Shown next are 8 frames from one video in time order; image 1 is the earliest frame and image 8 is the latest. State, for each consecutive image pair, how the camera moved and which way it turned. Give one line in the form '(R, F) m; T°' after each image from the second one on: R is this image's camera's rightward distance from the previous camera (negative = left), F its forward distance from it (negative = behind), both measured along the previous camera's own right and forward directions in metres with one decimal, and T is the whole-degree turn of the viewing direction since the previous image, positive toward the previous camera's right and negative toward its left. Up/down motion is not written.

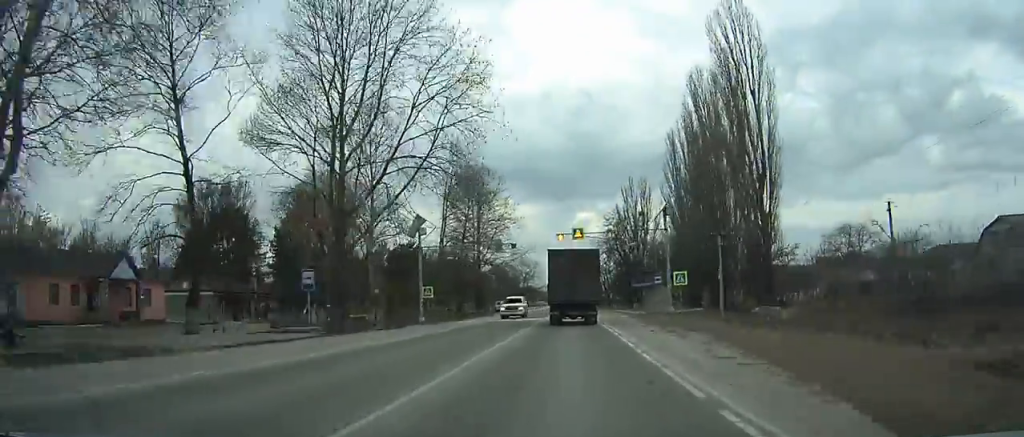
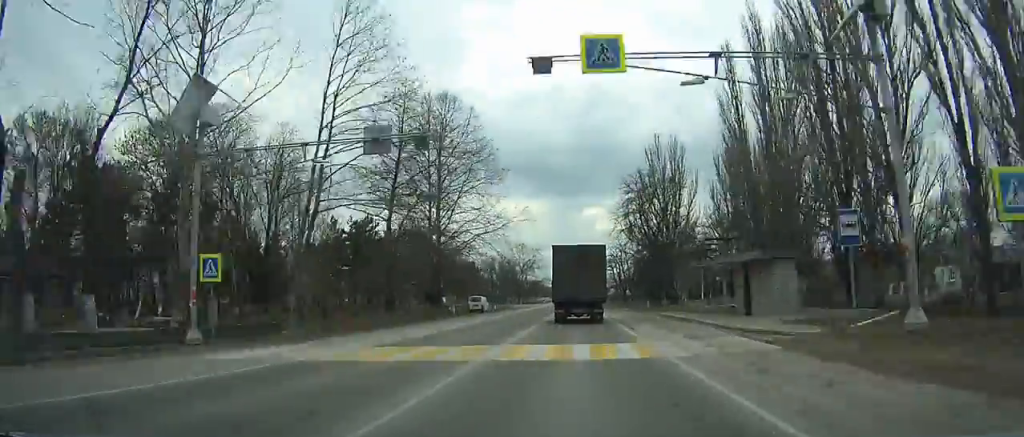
(0.0, +32.1) m; 0°
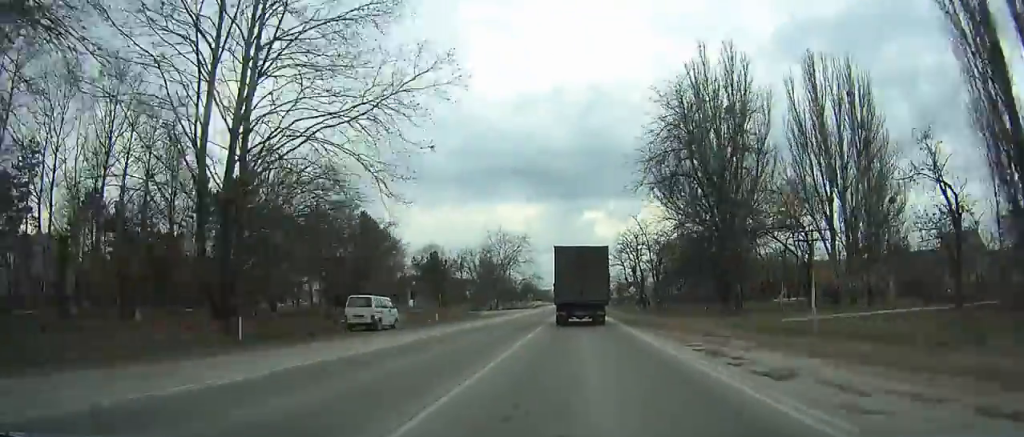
(0.0, +37.8) m; 0°
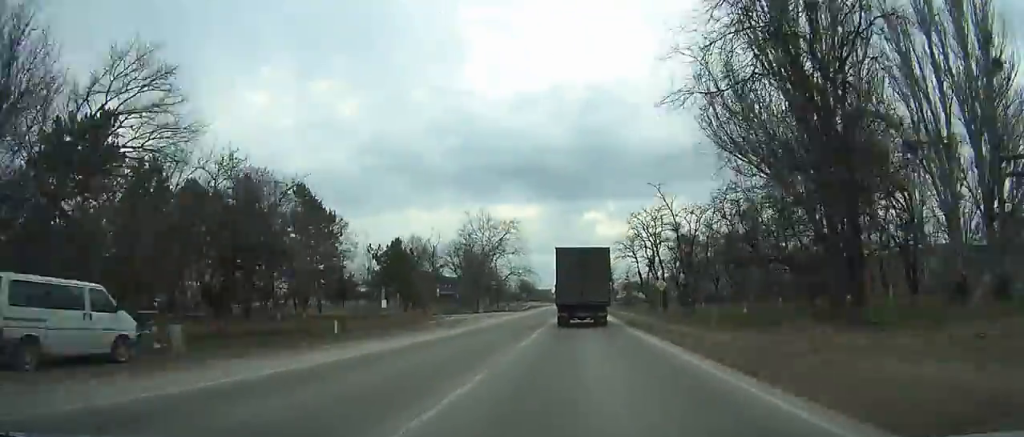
(0.0, +22.8) m; 0°
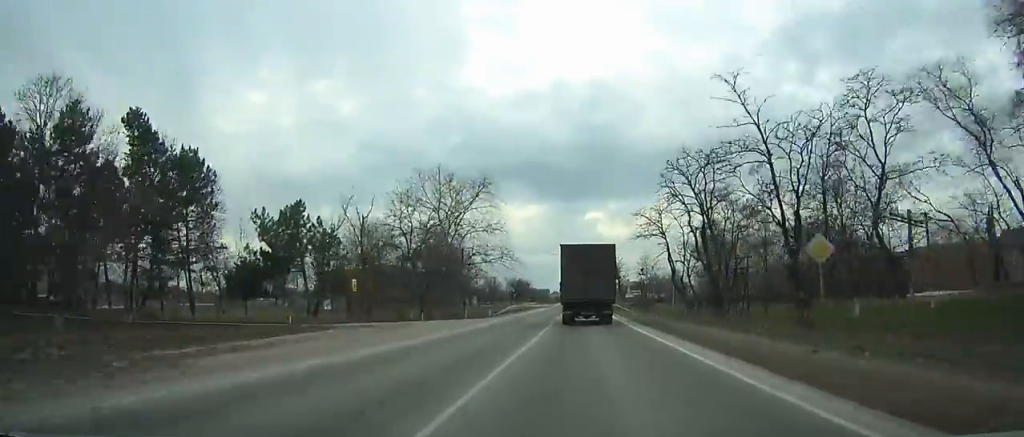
(0.0, +30.4) m; 0°
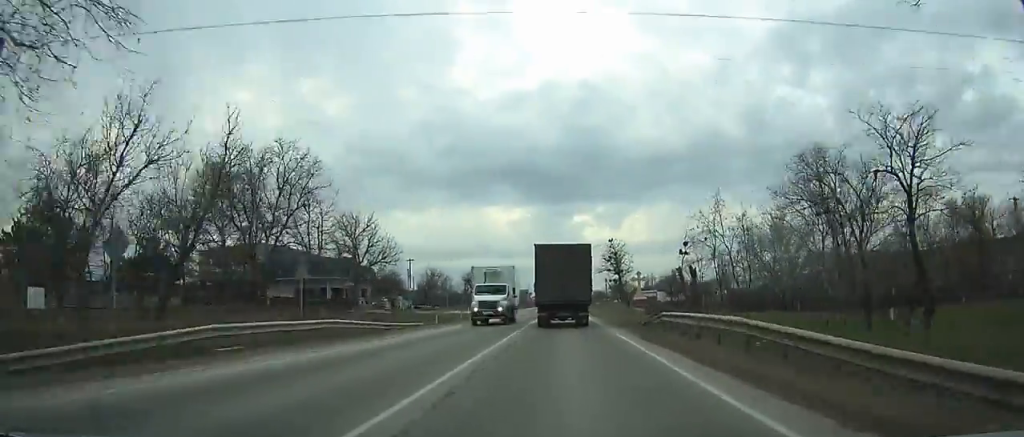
(+0.1, +57.4) m; 0°
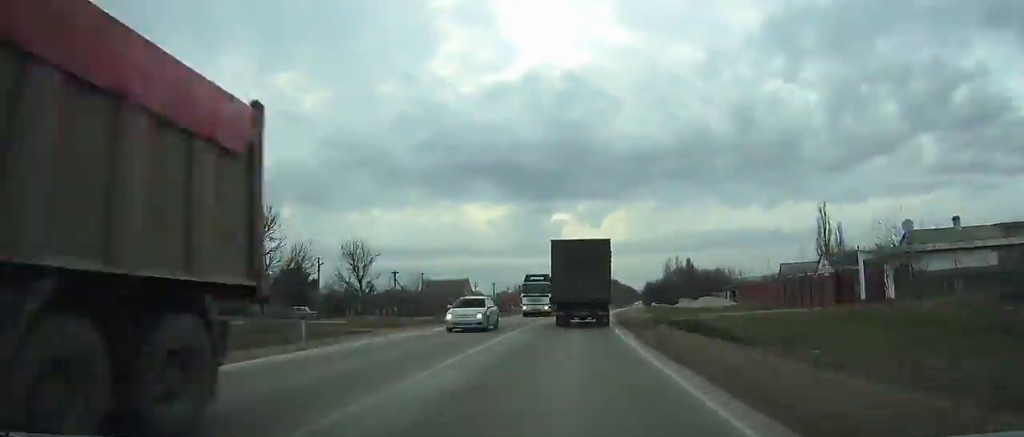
(+2.8, +134.6) m; +5°
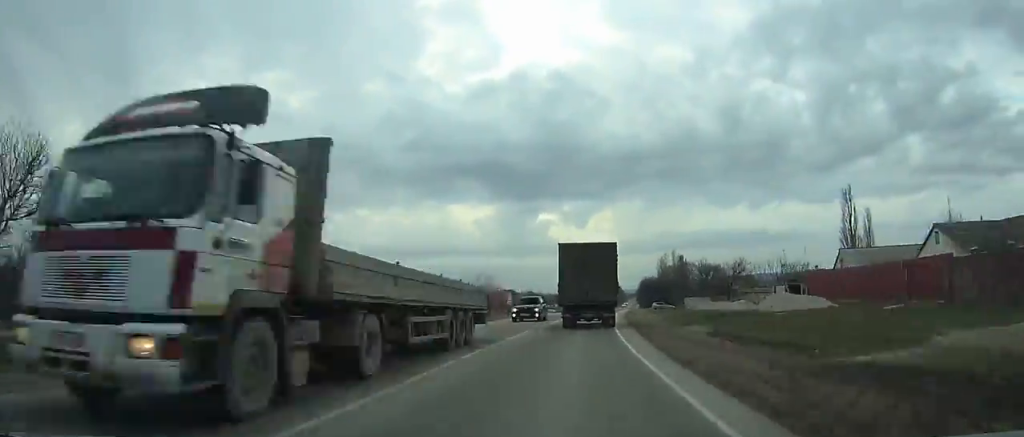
(+0.2, +25.0) m; +2°
